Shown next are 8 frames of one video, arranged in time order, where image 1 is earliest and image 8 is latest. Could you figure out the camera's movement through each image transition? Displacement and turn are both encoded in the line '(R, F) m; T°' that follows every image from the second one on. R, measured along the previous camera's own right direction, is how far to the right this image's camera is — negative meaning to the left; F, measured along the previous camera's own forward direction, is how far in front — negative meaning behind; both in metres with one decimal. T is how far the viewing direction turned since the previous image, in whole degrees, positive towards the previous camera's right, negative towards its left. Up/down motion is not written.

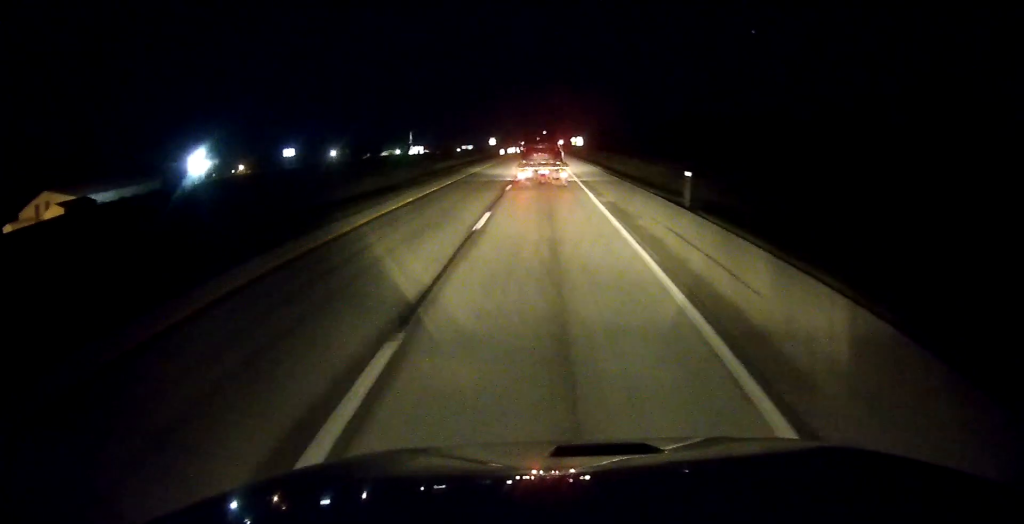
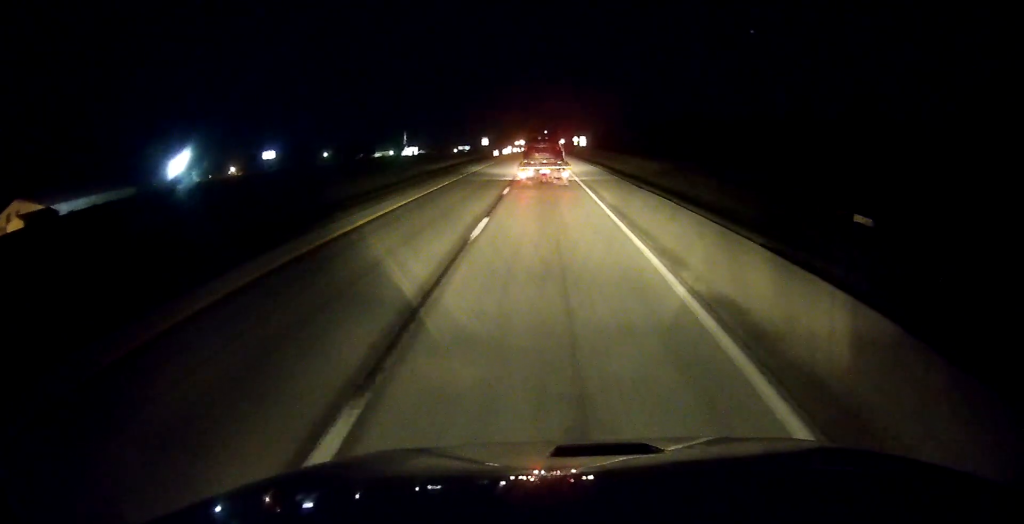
(-0.1, +13.6) m; 0°
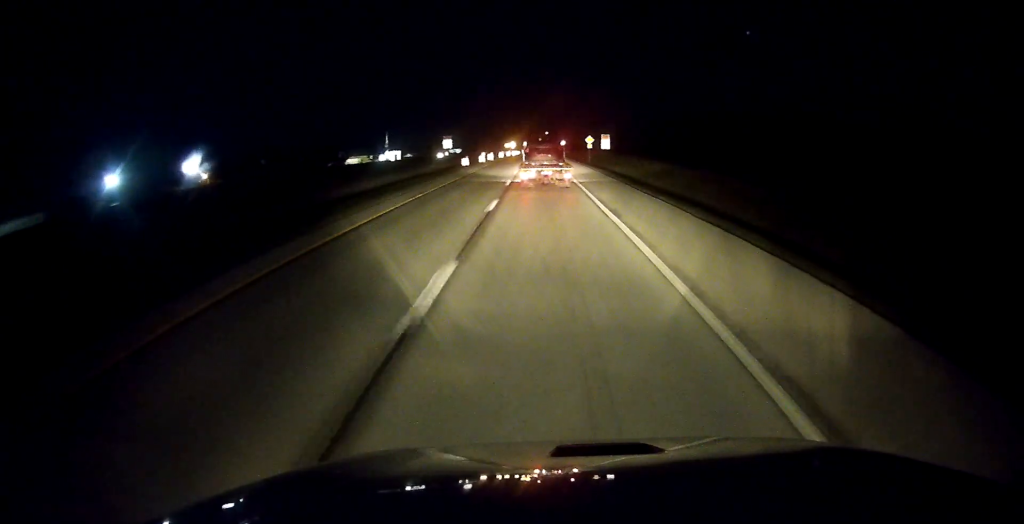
(+0.3, +42.2) m; 0°
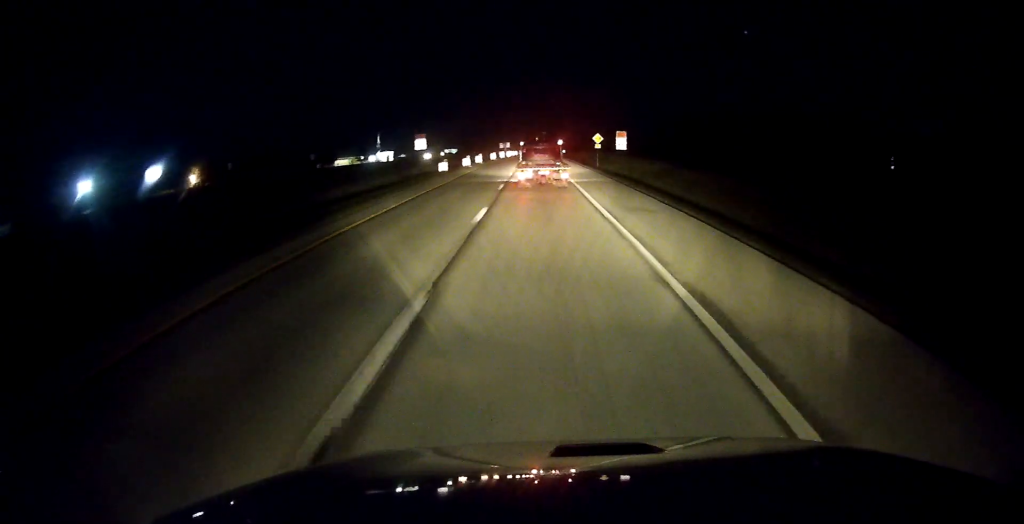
(0.0, +14.6) m; 0°
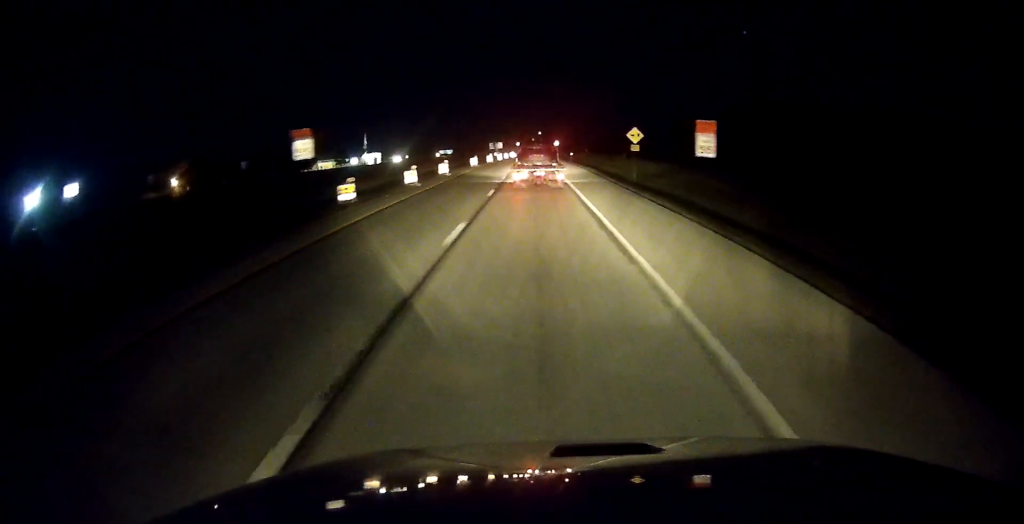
(-0.1, +27.5) m; 0°
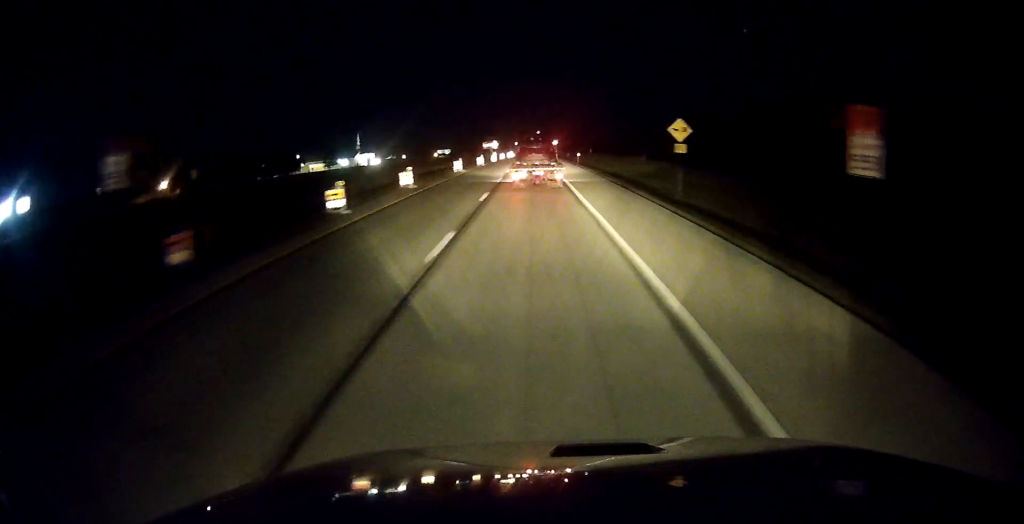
(+0.2, +13.8) m; 0°
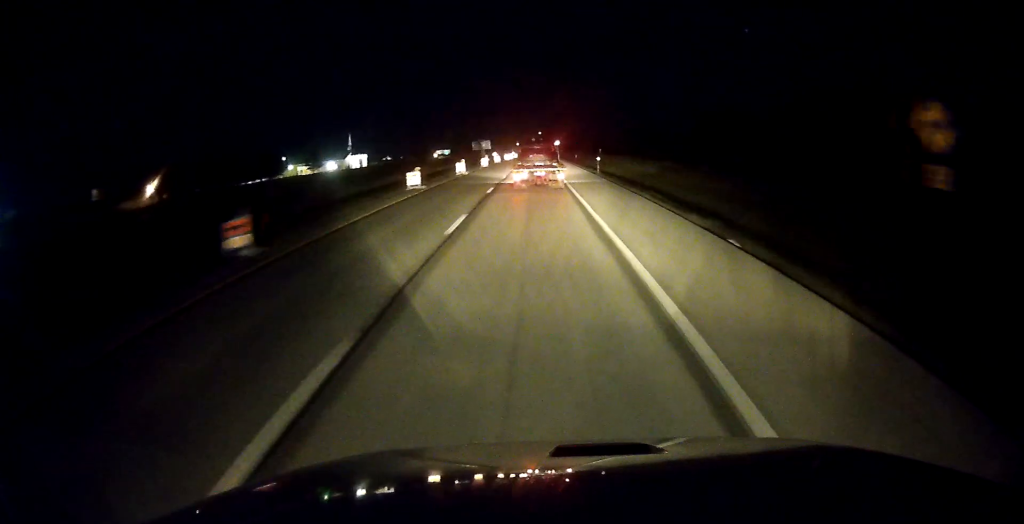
(-0.1, +20.3) m; -1°
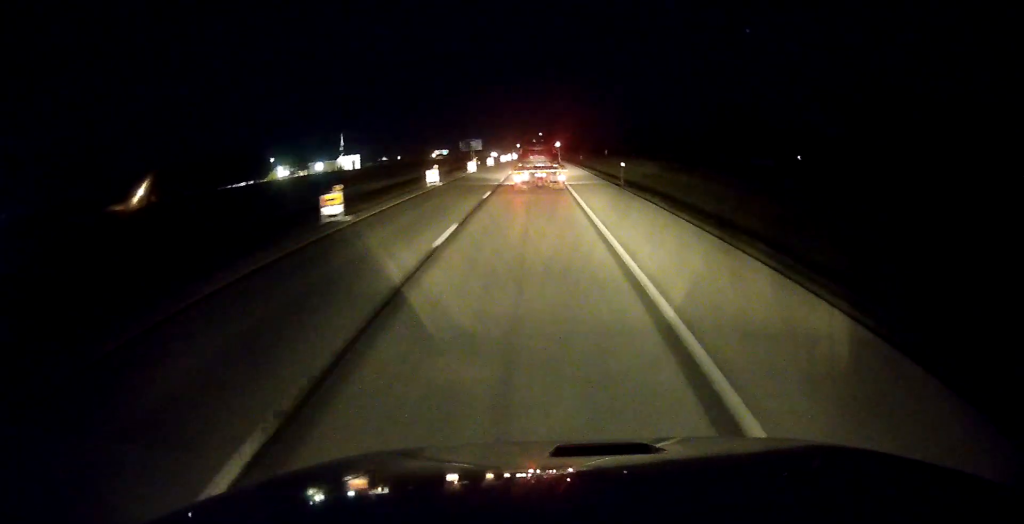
(-0.1, +13.8) m; 0°
